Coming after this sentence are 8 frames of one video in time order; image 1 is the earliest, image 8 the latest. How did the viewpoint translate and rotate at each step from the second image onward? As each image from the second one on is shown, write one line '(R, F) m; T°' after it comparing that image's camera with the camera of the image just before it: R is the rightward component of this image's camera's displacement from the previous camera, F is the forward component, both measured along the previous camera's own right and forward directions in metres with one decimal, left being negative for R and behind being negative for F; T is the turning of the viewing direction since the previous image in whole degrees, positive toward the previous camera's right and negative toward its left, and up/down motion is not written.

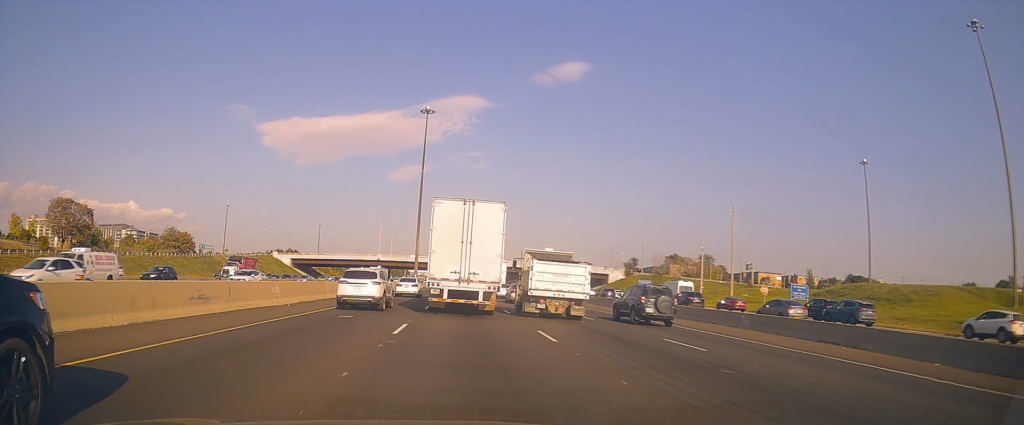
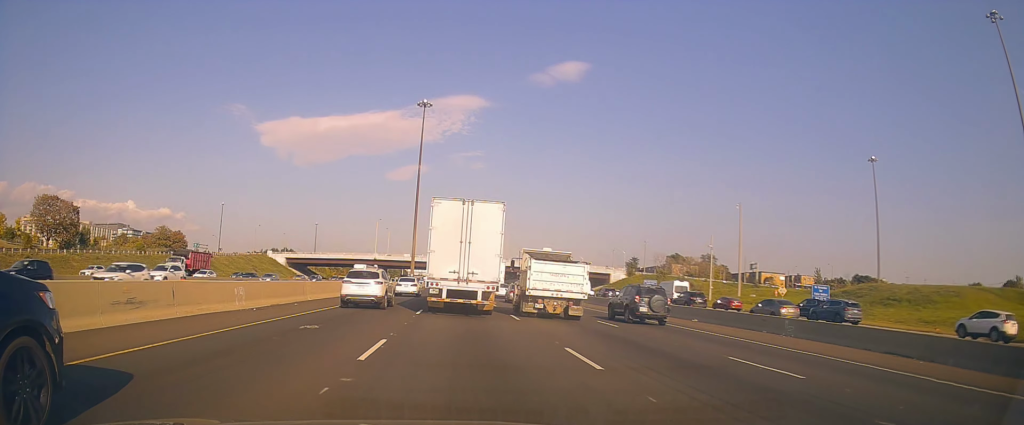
(-0.2, +4.4) m; 0°
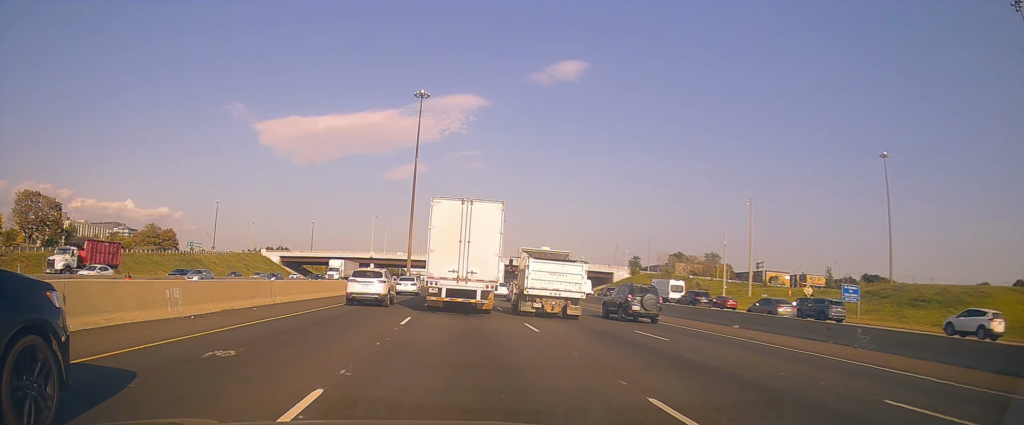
(+0.2, +5.3) m; +2°
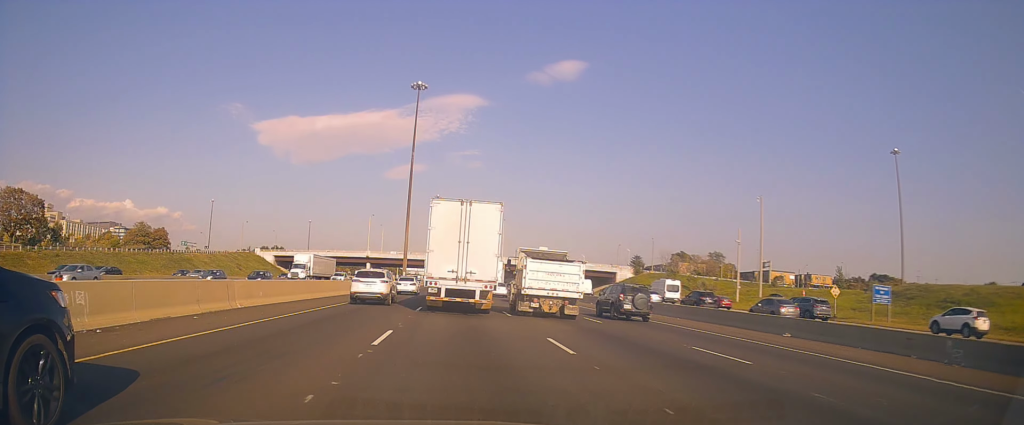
(+0.1, +5.0) m; -1°
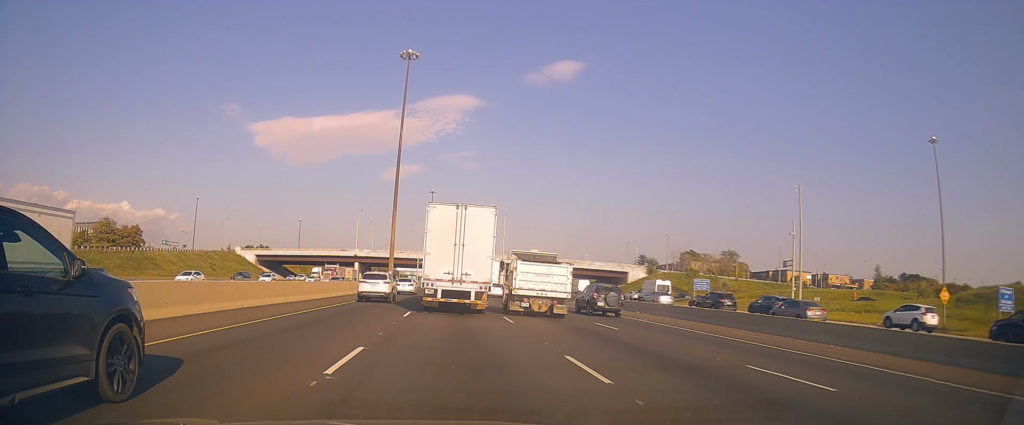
(-0.2, +15.5) m; +1°
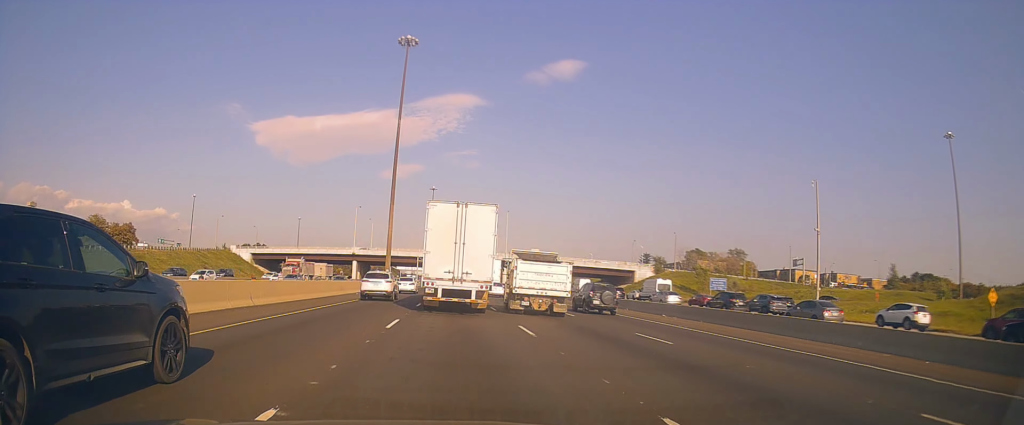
(+0.3, +4.9) m; 0°
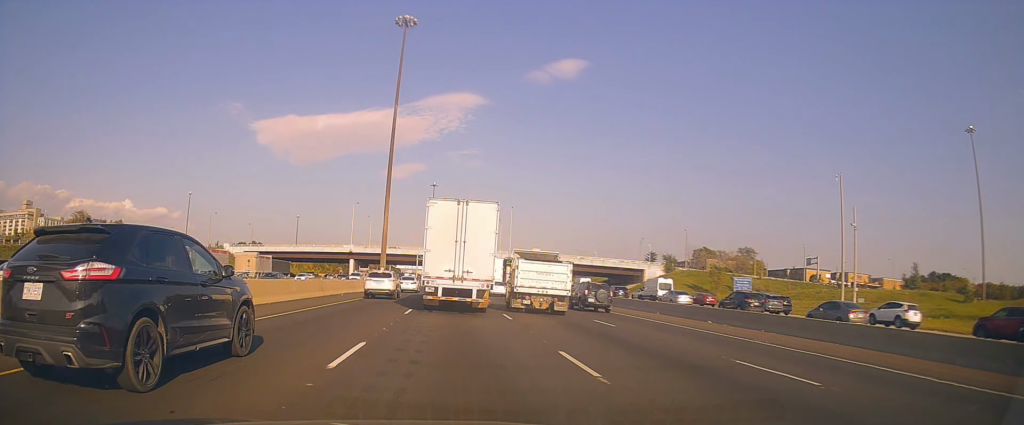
(-0.6, +6.8) m; -3°
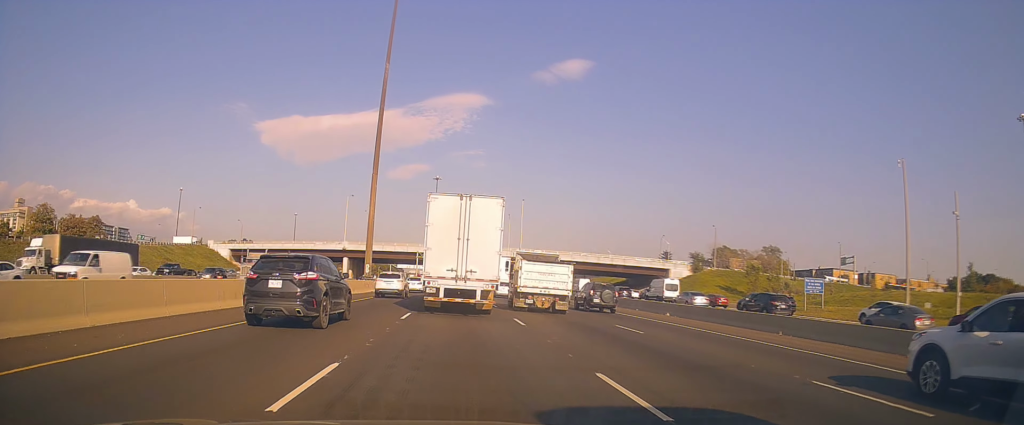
(+1.4, +14.7) m; +4°
